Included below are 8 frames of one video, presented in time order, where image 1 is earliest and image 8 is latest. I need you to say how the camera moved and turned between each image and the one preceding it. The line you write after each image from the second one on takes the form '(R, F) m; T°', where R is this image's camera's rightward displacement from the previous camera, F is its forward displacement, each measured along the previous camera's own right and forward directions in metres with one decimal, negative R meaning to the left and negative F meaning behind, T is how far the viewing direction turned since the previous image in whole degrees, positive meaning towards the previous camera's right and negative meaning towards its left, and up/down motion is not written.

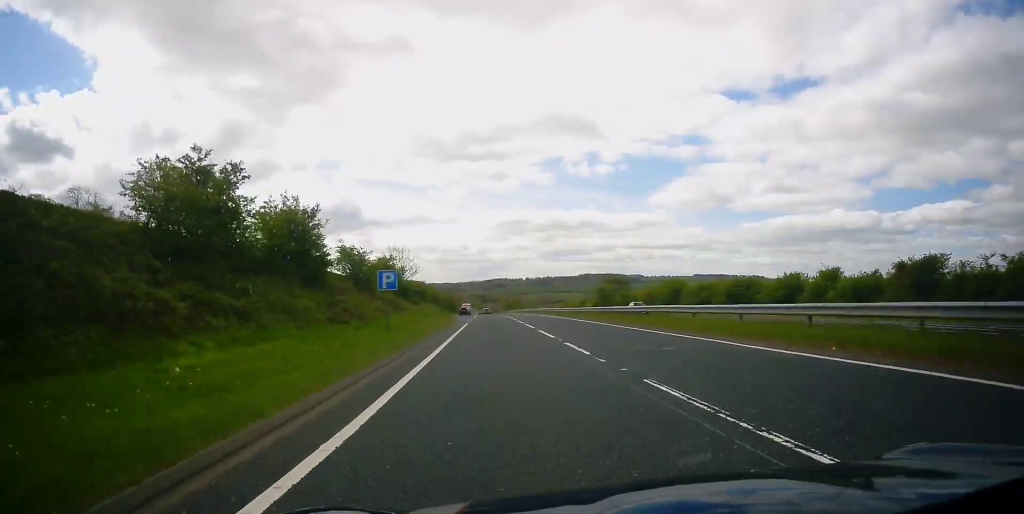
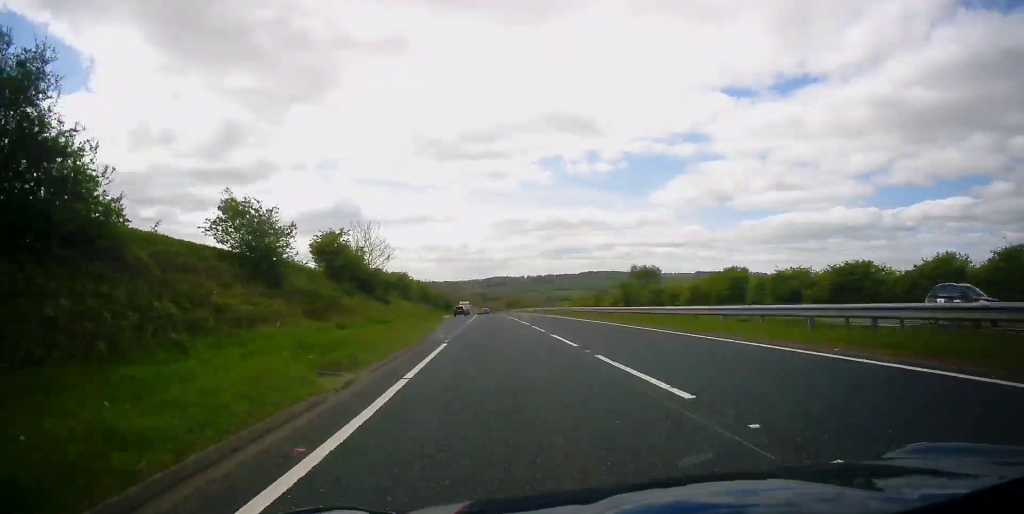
(0.0, +23.5) m; 0°
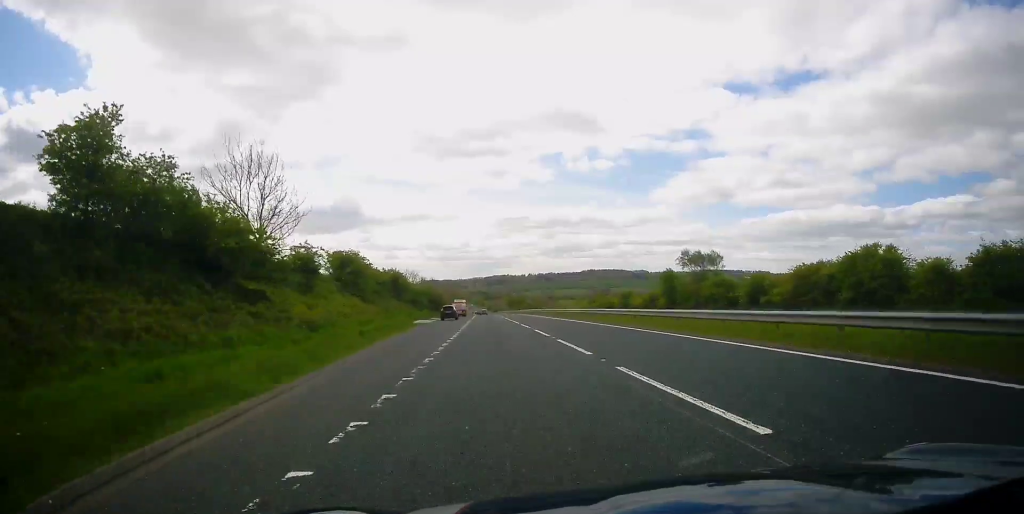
(0.0, +28.6) m; 0°
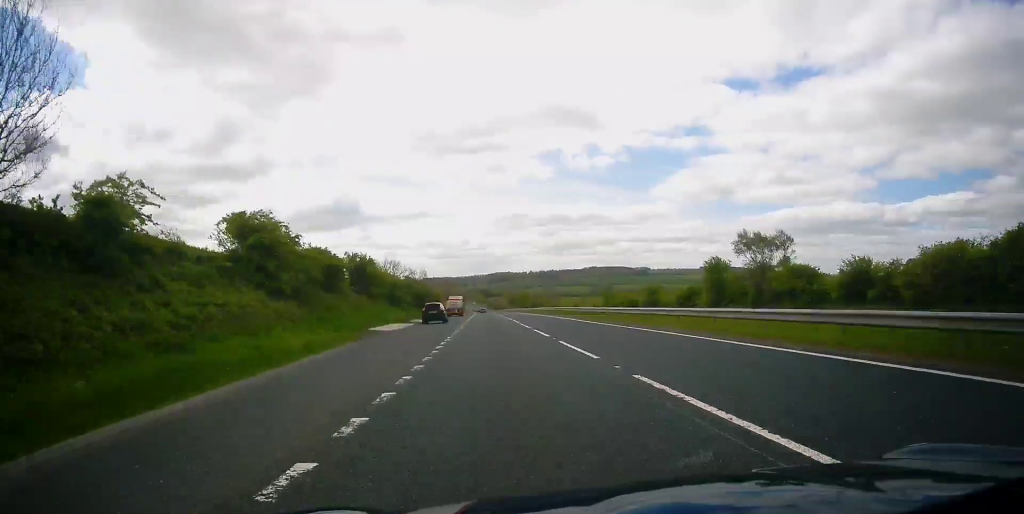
(+0.1, +19.2) m; -1°
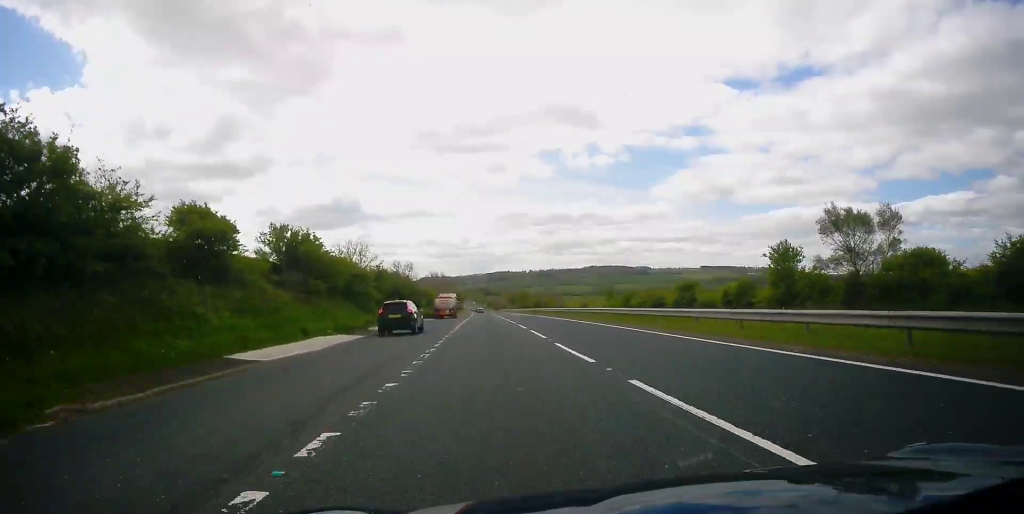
(-0.3, +19.2) m; 0°
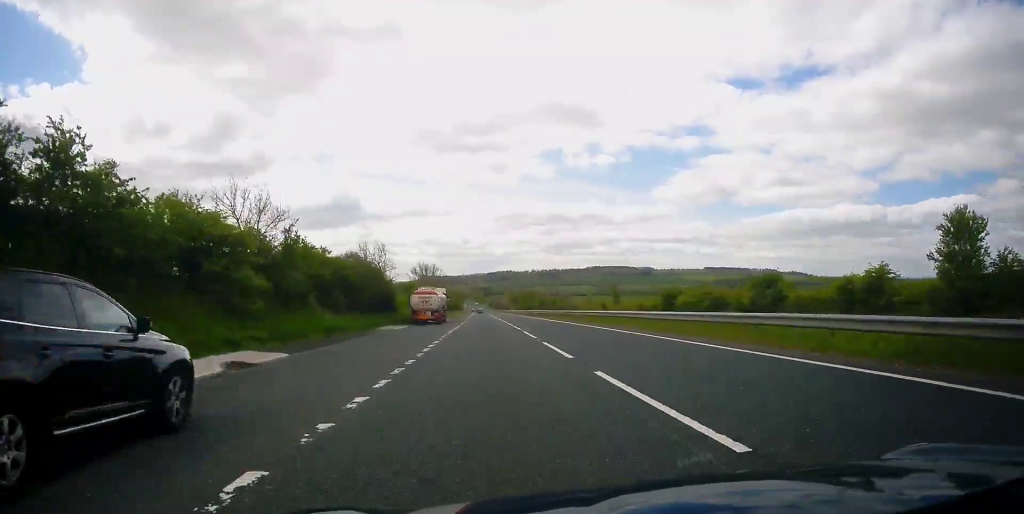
(+0.2, +25.2) m; +1°
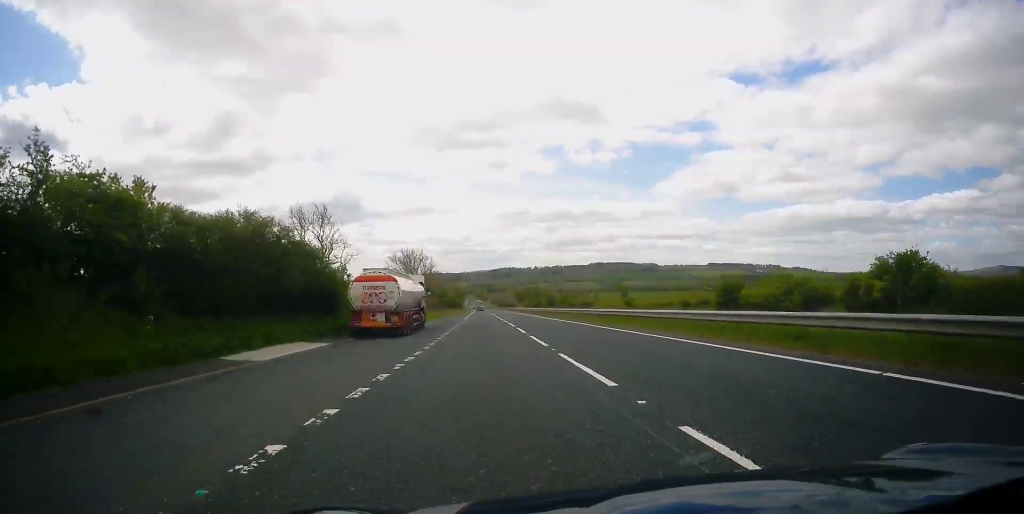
(+0.1, +22.2) m; 0°
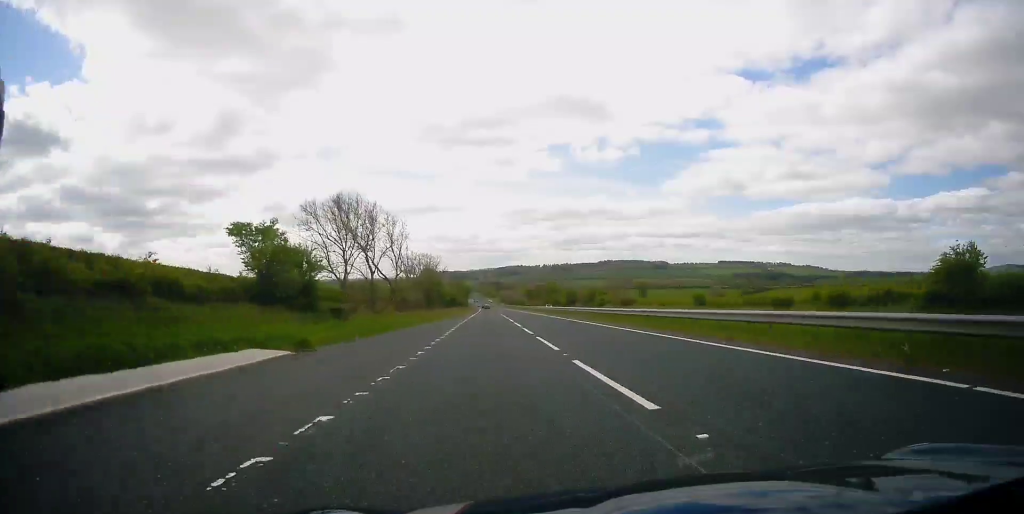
(-0.4, +37.7) m; 0°
